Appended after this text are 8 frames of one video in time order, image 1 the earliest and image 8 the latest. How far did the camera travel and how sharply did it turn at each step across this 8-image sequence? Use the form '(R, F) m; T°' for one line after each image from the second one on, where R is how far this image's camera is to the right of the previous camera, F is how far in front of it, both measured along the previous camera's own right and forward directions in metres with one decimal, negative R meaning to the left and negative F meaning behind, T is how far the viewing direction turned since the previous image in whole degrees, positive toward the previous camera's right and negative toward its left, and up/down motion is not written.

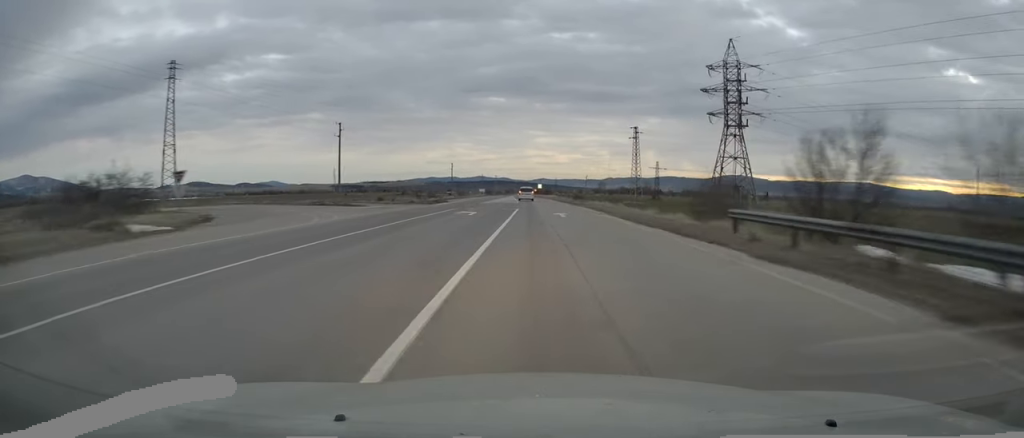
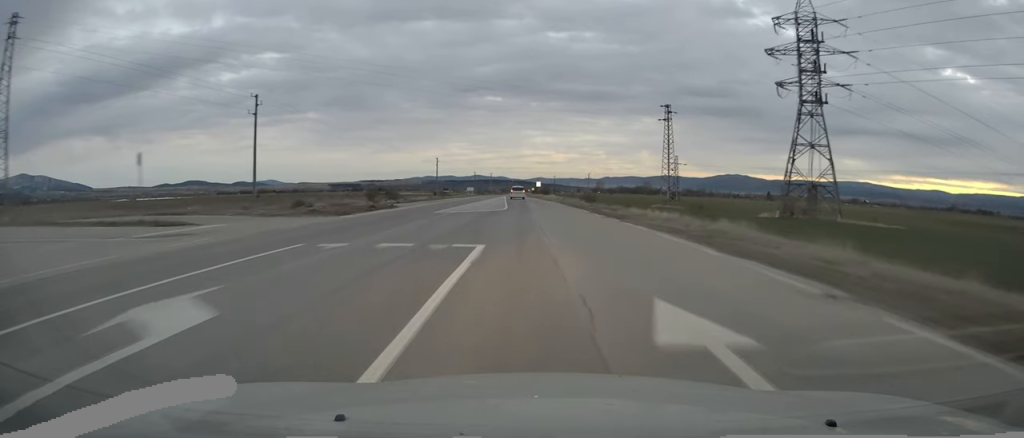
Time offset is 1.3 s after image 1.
(-0.1, +25.7) m; 0°
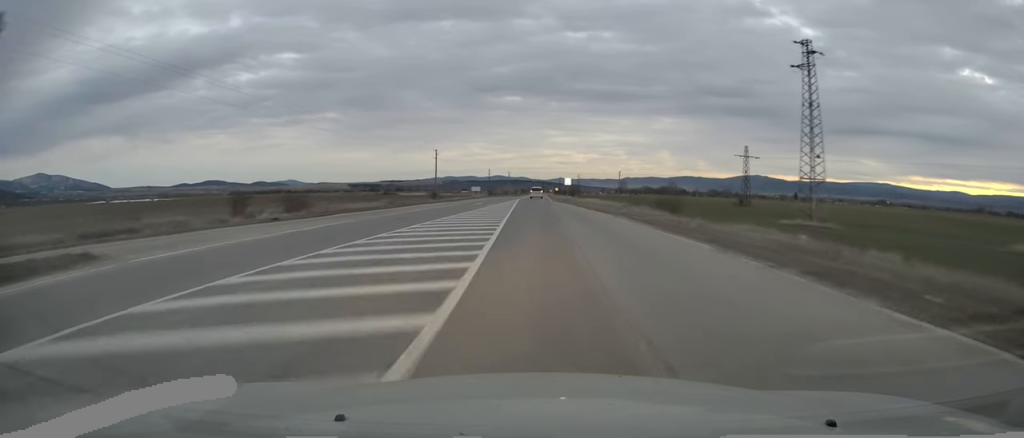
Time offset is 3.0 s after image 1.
(0.0, +35.2) m; -1°
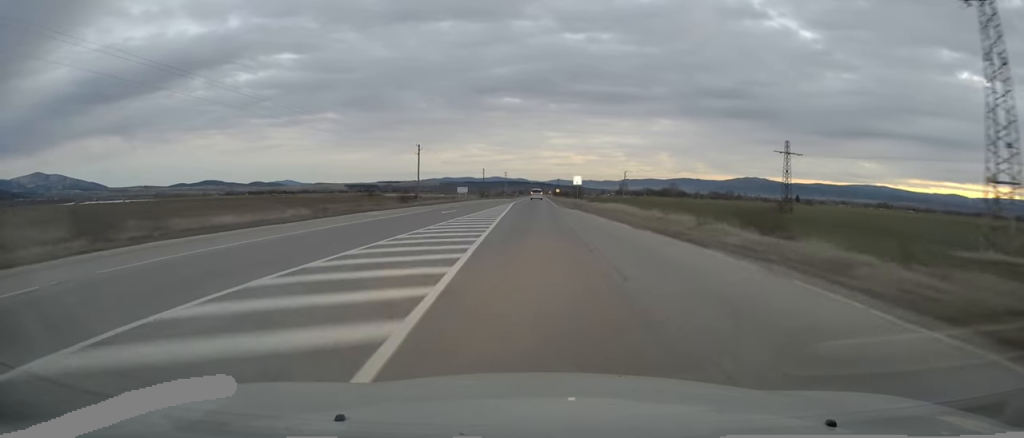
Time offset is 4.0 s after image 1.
(-0.2, +19.0) m; -1°
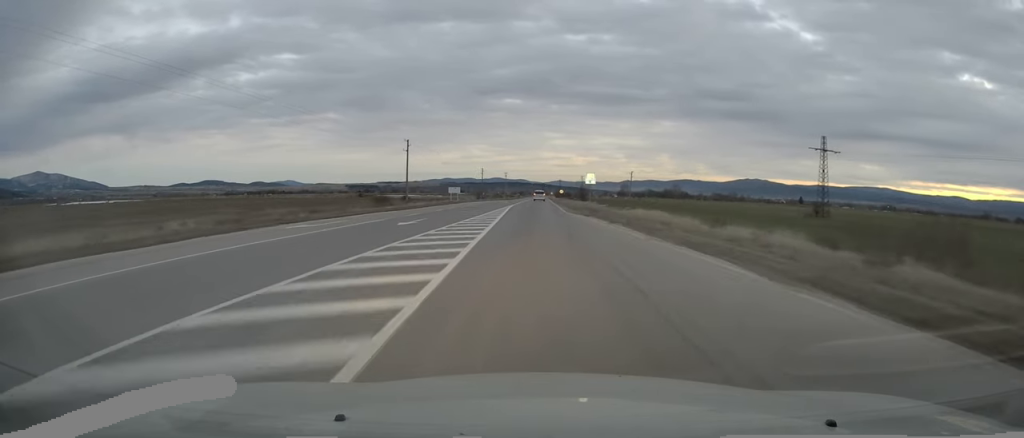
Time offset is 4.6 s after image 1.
(0.0, +11.7) m; 0°
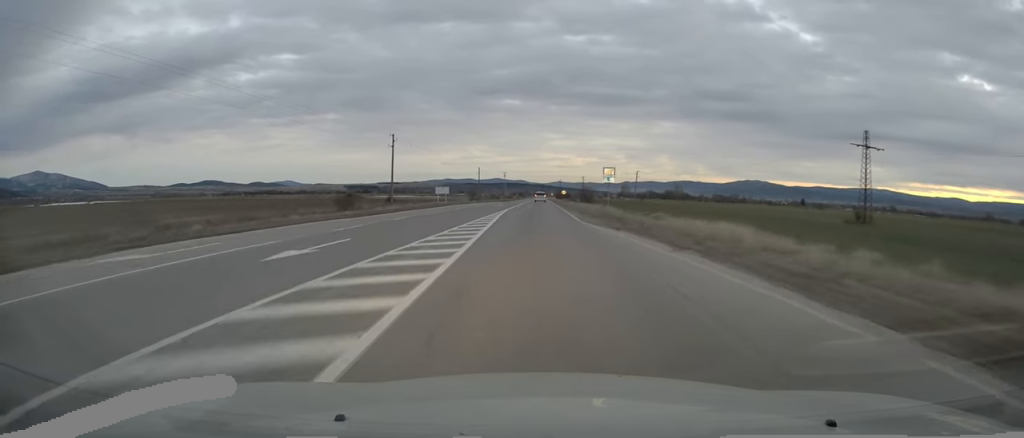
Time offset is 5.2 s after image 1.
(0.0, +11.1) m; 0°
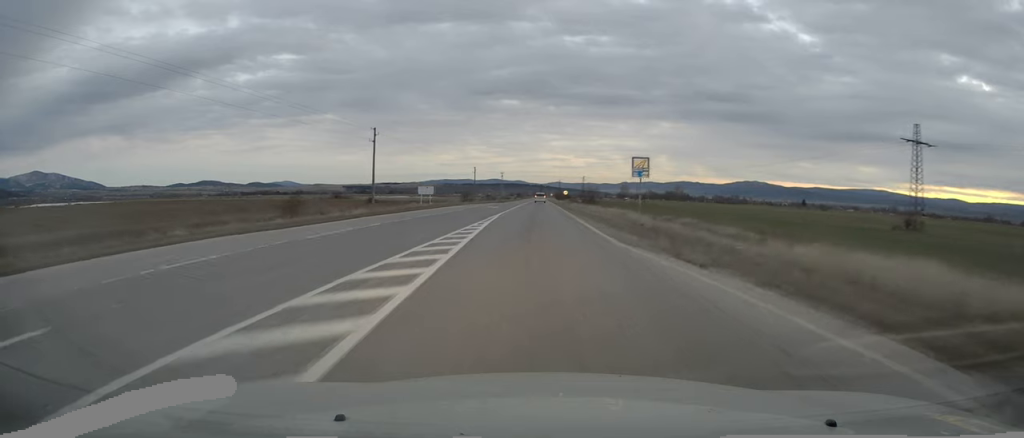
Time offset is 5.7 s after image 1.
(0.0, +10.6) m; 0°
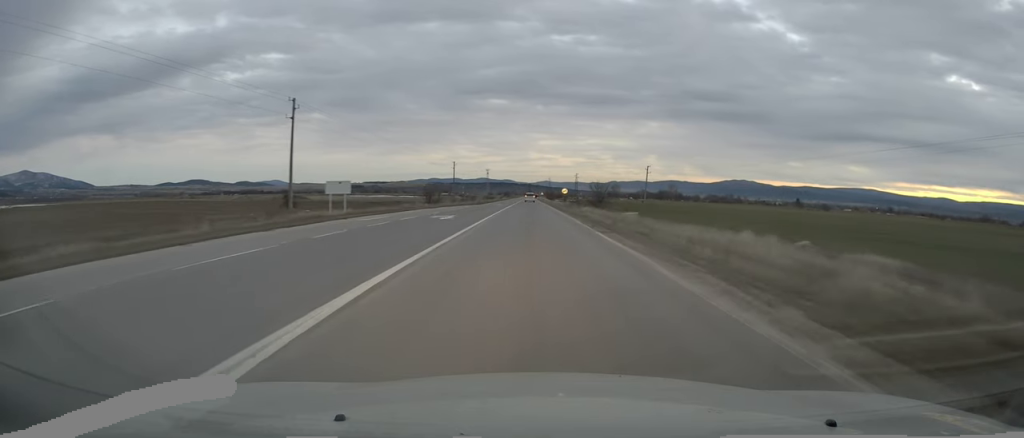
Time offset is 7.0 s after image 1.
(+0.2, +26.4) m; 0°
